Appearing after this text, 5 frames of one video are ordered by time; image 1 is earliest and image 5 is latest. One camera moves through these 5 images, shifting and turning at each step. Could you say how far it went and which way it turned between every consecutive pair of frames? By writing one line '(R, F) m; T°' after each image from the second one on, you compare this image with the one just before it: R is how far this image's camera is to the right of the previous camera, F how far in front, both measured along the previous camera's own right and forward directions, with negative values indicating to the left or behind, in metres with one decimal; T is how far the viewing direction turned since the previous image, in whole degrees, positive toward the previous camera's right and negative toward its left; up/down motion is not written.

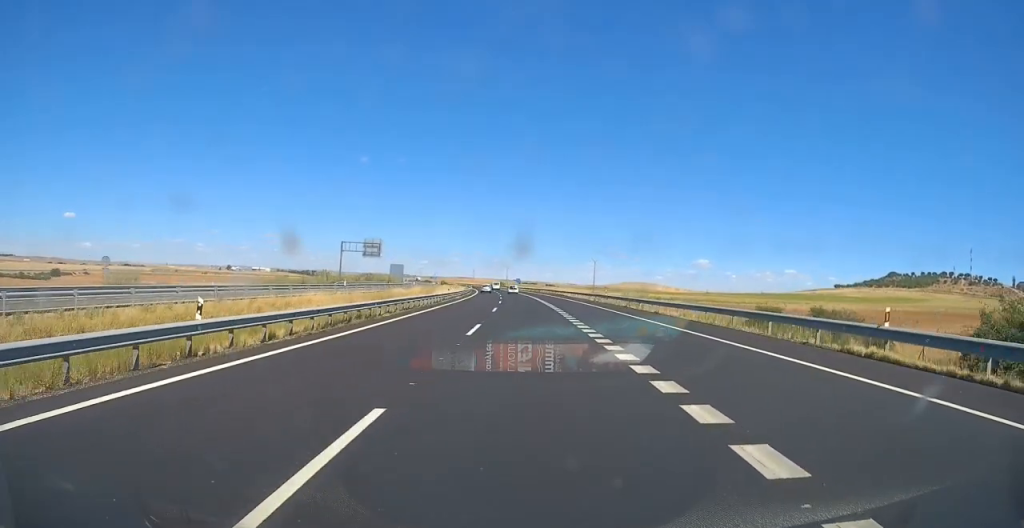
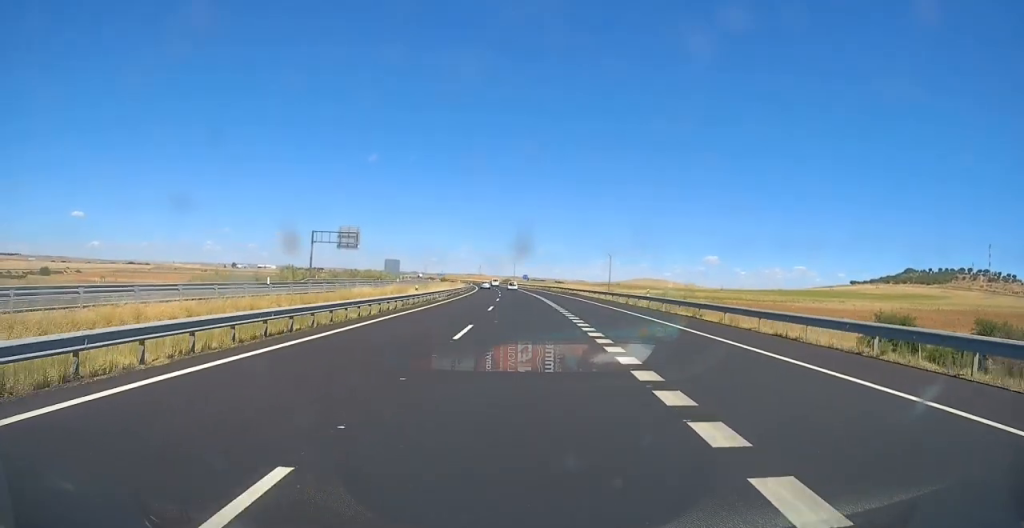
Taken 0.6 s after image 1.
(0.0, +19.6) m; -1°
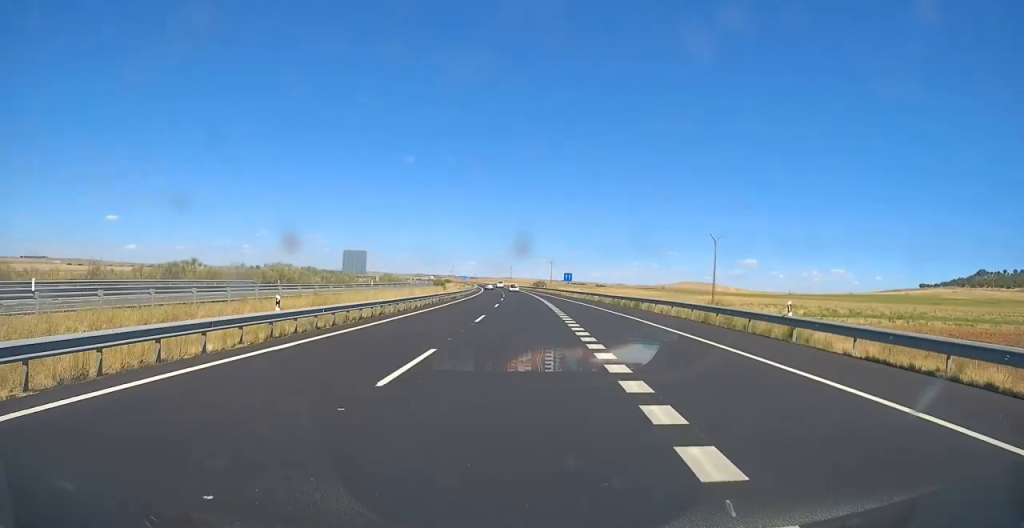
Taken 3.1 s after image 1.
(-2.4, +75.4) m; -3°
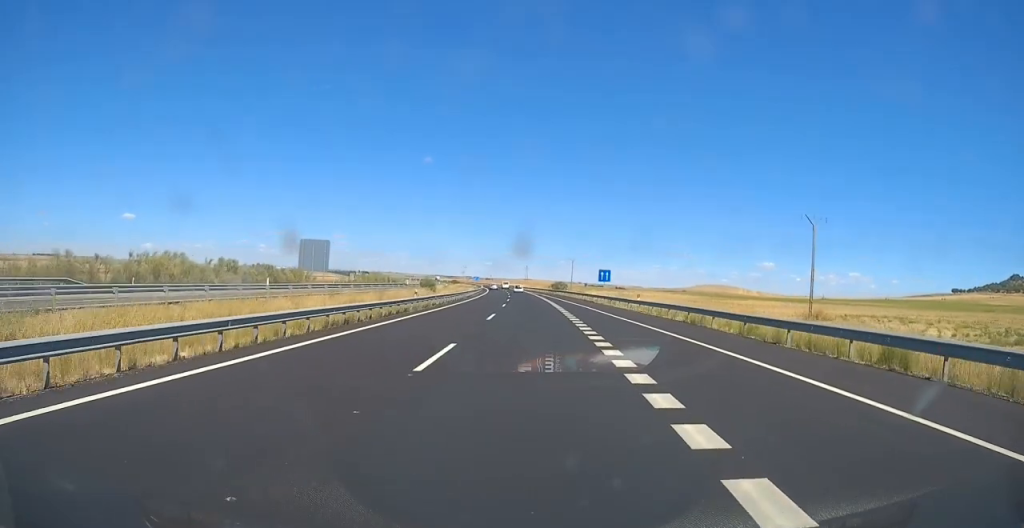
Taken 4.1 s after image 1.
(-0.1, +32.0) m; -1°
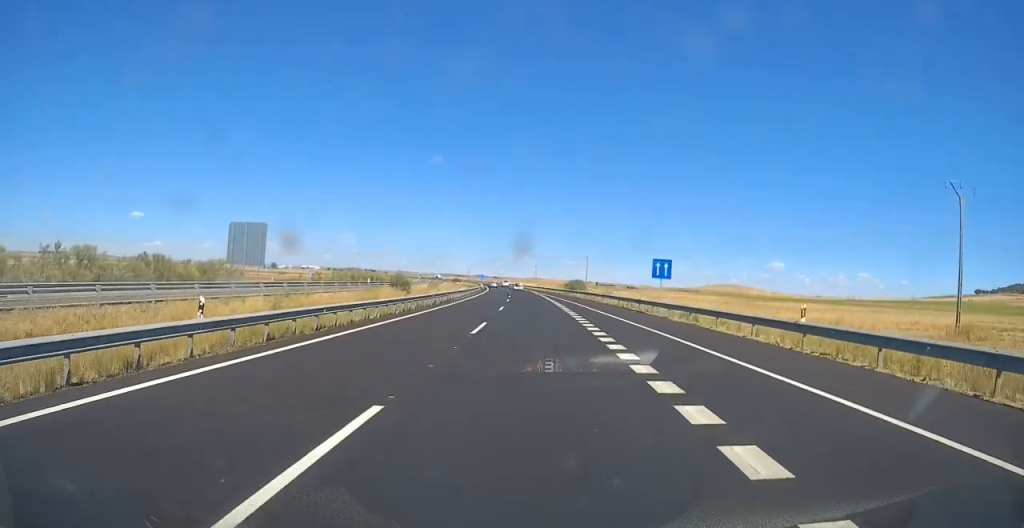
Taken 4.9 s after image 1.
(-0.5, +25.8) m; -1°
